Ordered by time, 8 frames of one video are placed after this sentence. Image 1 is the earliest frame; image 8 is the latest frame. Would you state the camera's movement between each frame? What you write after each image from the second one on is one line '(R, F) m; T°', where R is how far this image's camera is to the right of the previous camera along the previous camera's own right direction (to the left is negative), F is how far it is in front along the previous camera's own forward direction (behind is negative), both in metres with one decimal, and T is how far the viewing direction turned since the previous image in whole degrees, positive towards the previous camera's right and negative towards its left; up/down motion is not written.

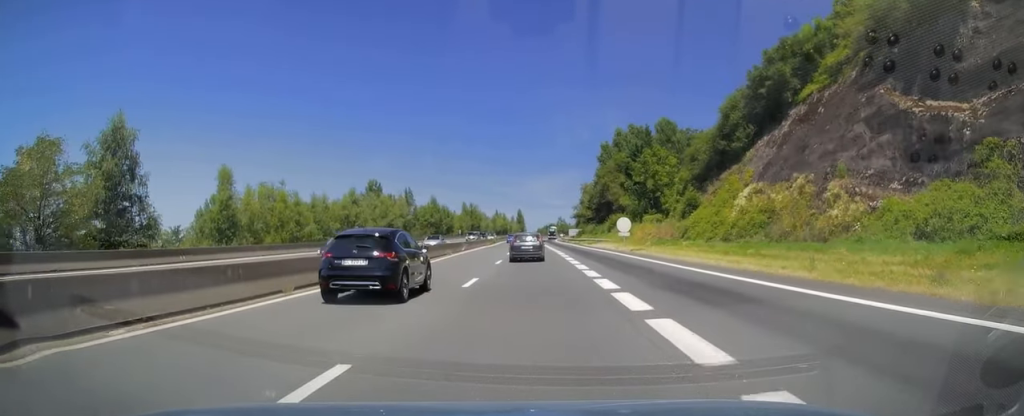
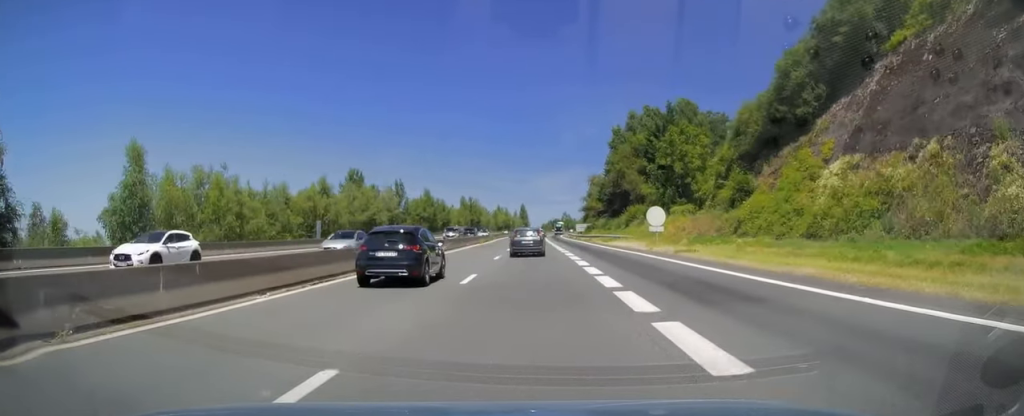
(-0.1, +13.4) m; -1°
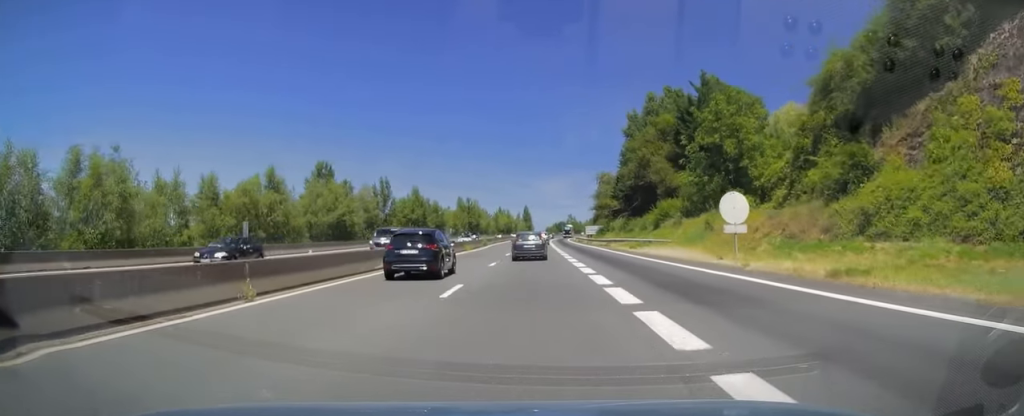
(-0.2, +15.7) m; -1°
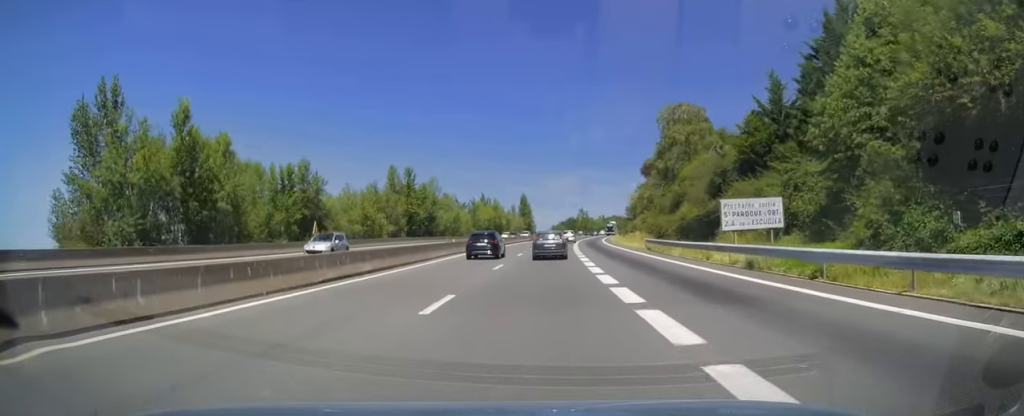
(-1.5, +80.4) m; -2°
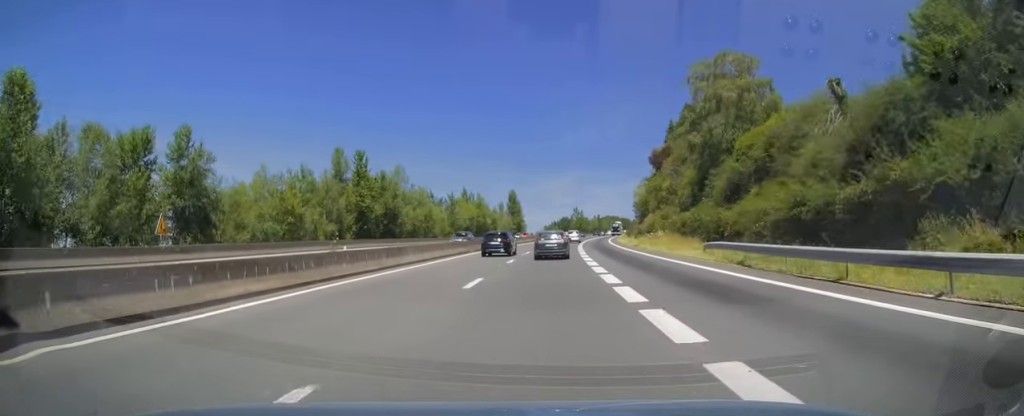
(0.0, +21.3) m; 0°
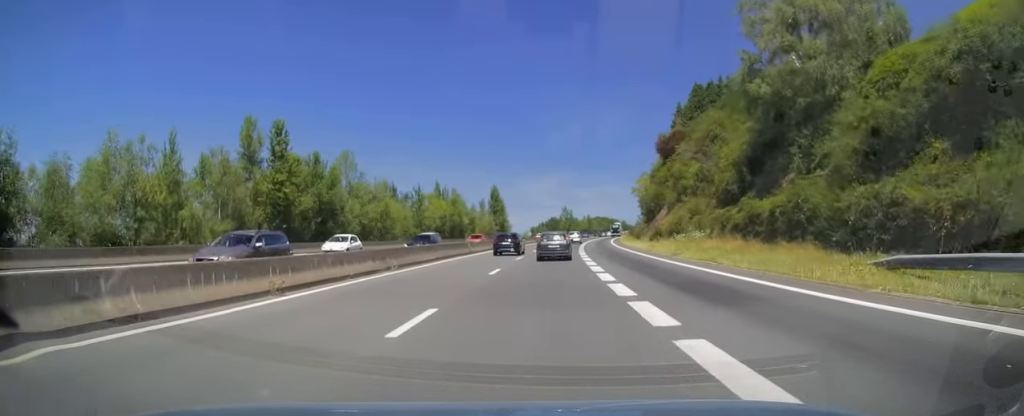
(0.0, +19.9) m; +1°
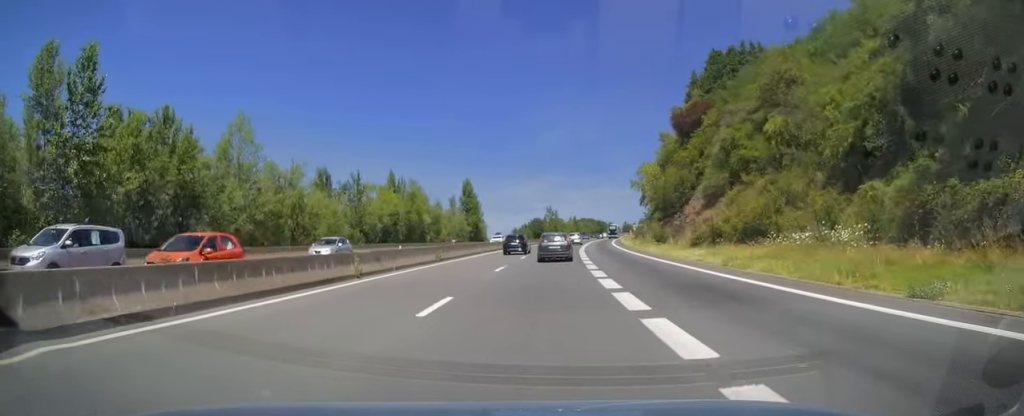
(+0.2, +23.7) m; +1°
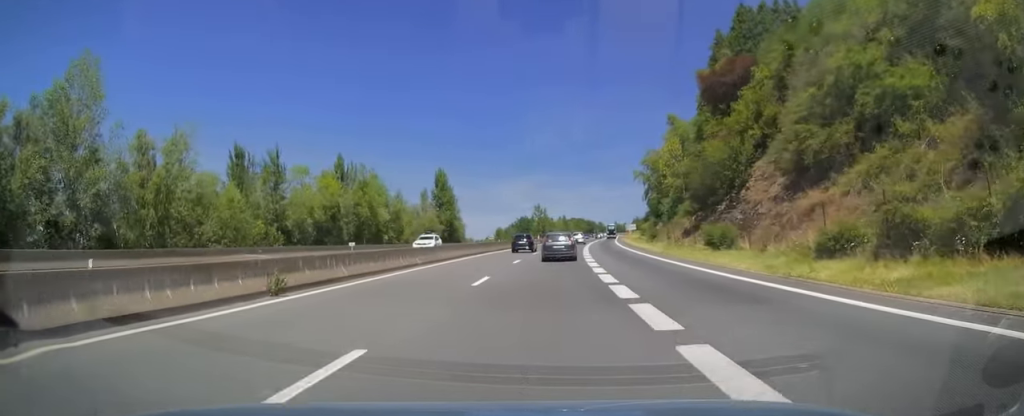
(+0.3, +19.6) m; +1°
